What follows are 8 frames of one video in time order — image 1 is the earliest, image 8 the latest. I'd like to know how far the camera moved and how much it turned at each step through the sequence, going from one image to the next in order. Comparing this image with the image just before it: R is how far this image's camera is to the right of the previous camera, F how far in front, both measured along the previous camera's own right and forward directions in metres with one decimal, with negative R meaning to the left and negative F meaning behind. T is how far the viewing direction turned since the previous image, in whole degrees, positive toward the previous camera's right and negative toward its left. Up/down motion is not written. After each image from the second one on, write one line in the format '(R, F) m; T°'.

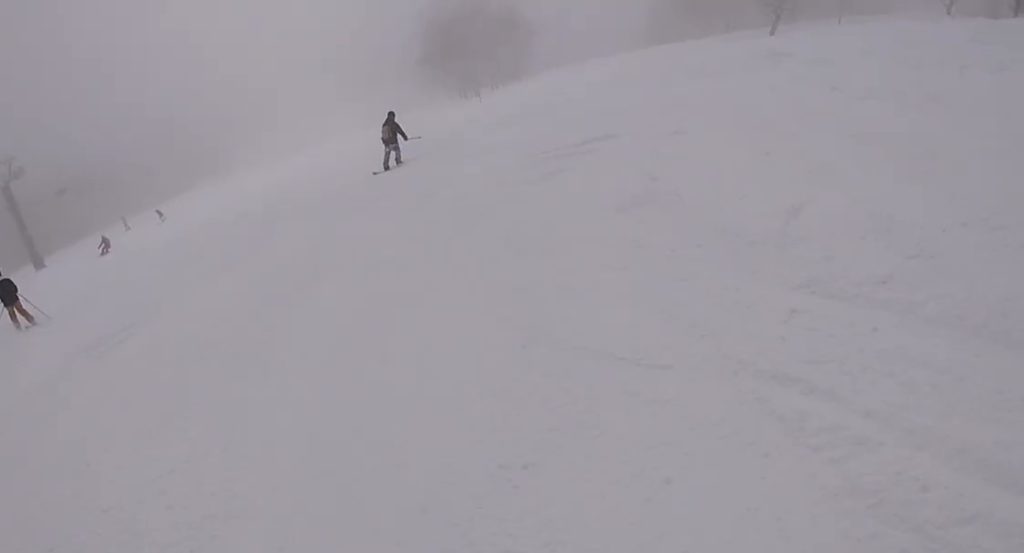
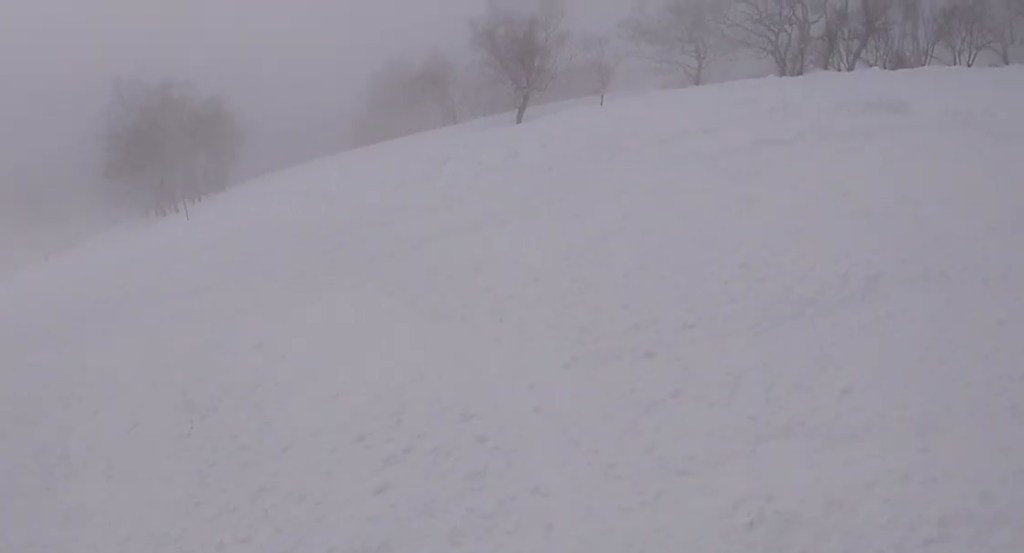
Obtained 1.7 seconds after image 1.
(+3.9, +9.4) m; +31°
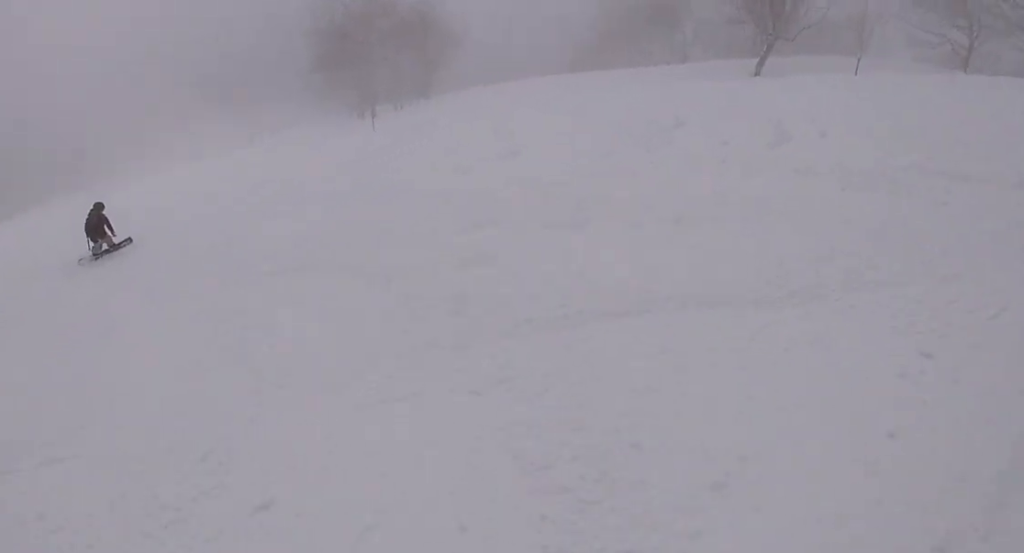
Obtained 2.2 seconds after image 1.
(+0.2, +3.0) m; -4°
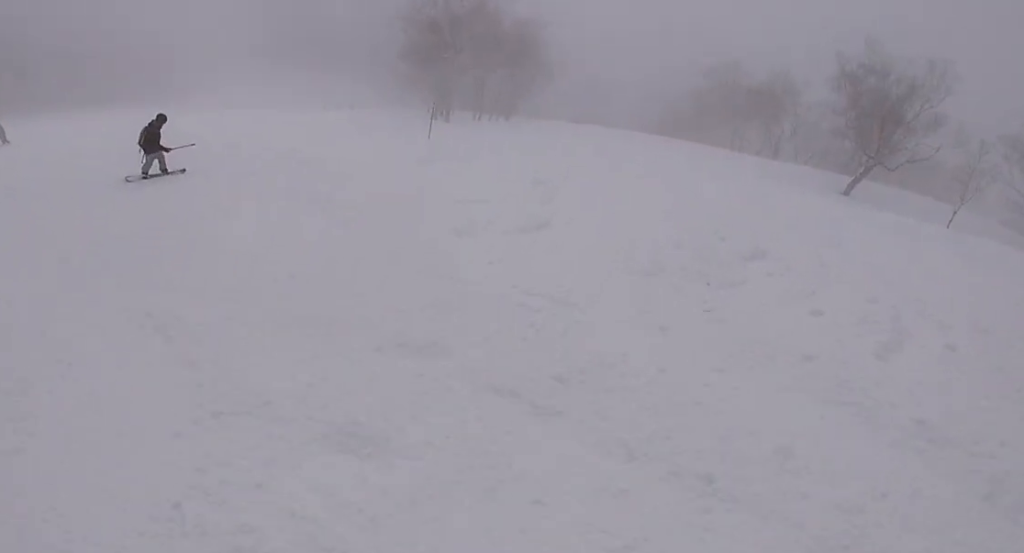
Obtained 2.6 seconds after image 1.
(-0.1, +2.9) m; -16°
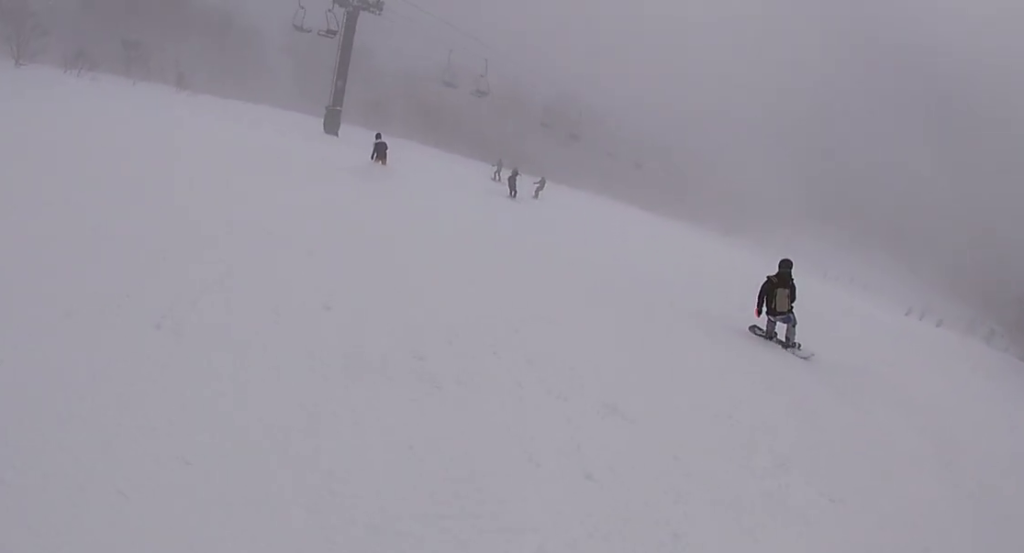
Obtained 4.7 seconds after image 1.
(-7.0, +9.7) m; -45°
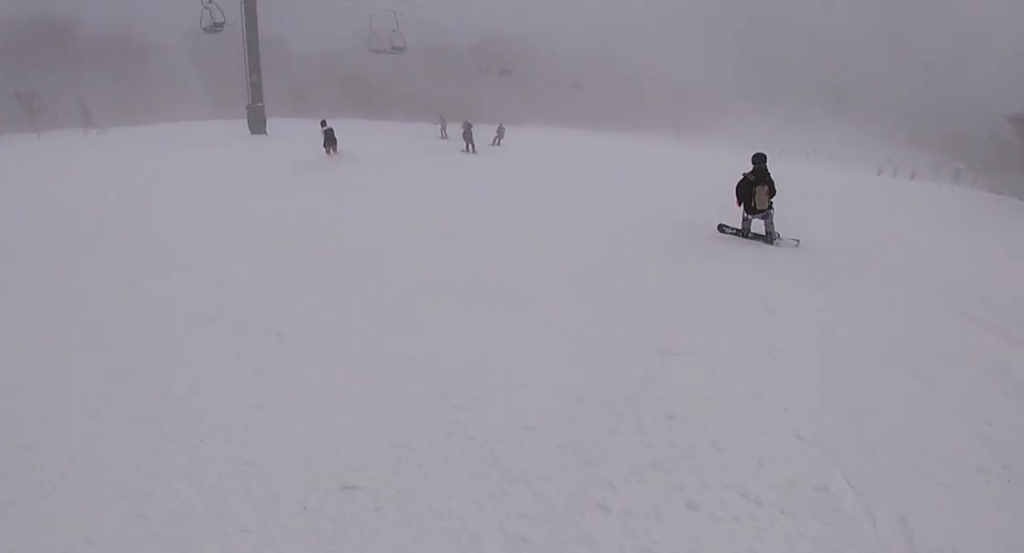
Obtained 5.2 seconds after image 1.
(0.0, +2.6) m; +6°
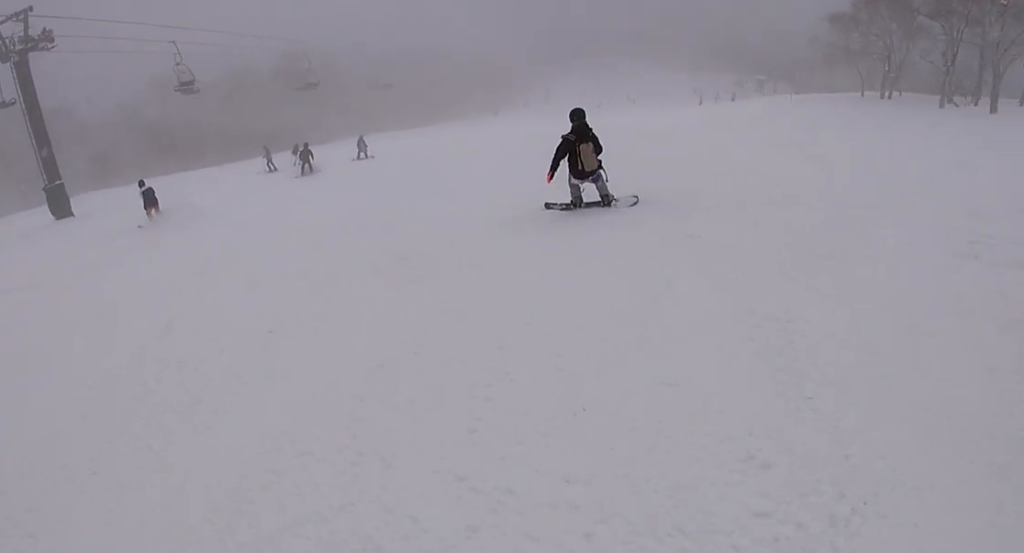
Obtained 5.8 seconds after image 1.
(+0.2, +3.8) m; +17°
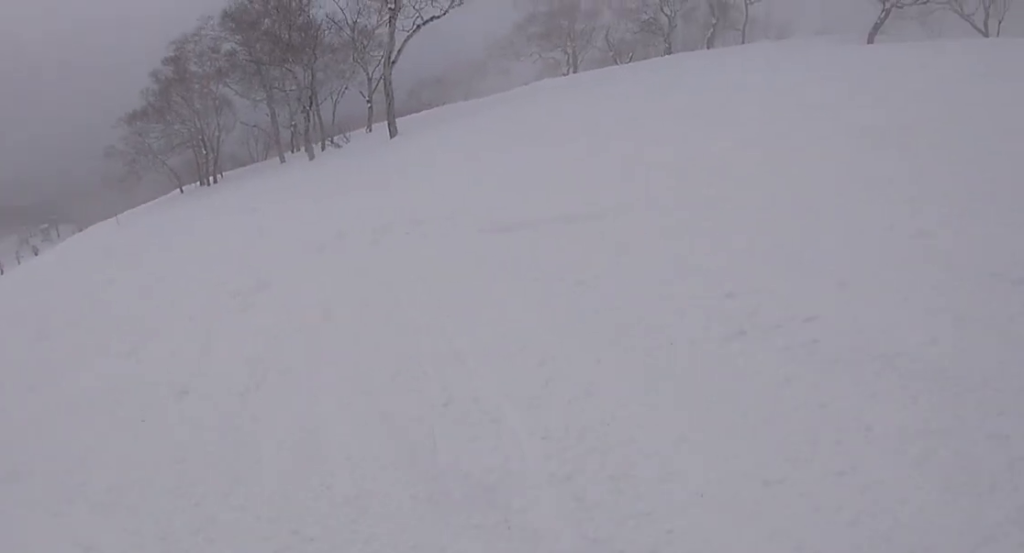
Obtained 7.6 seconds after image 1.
(+4.7, +8.2) m; +48°
